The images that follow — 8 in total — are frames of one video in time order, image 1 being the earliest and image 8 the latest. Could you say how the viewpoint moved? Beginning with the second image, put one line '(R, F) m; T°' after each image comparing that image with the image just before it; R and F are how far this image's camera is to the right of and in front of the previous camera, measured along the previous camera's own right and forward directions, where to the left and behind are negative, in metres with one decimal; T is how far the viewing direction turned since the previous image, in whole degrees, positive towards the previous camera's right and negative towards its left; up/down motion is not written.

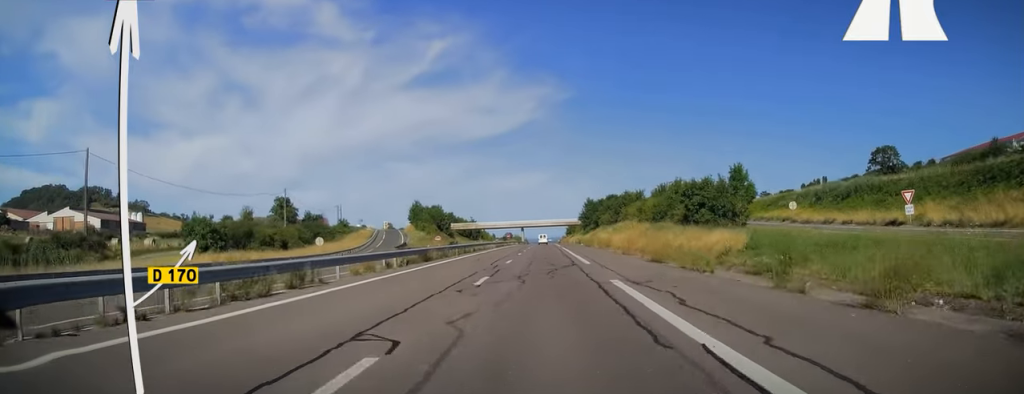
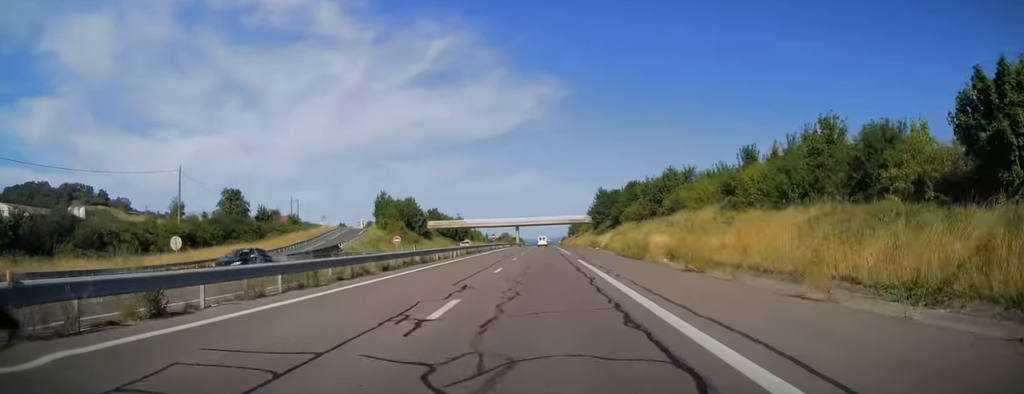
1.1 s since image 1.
(+0.1, +32.5) m; 0°
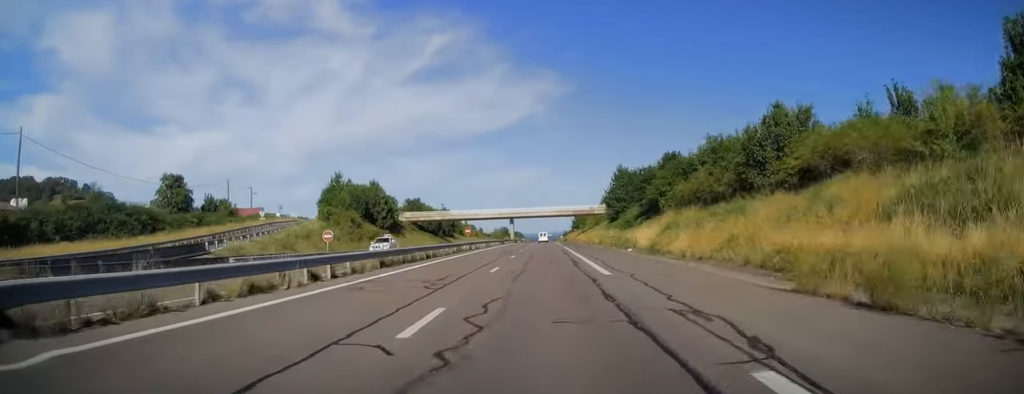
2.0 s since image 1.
(0.0, +28.1) m; 0°
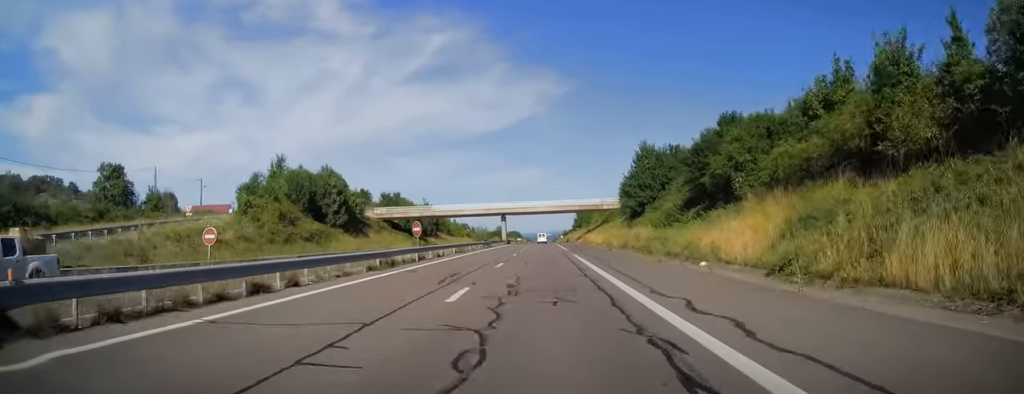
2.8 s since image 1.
(0.0, +21.7) m; +1°
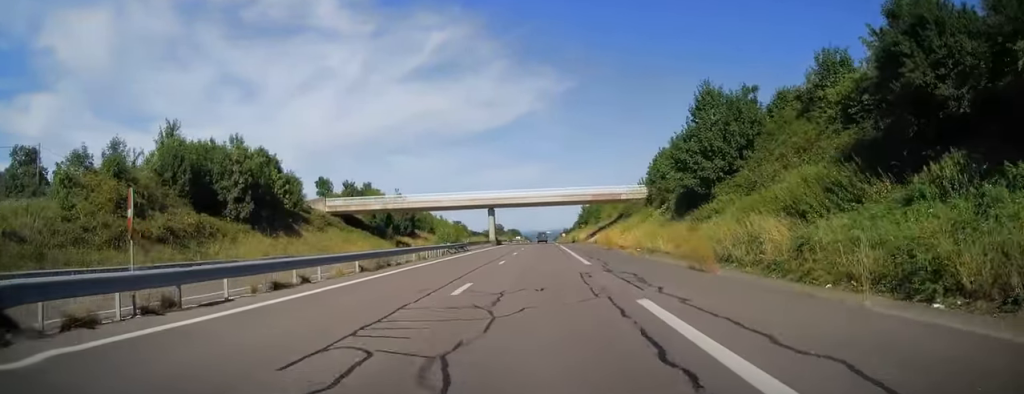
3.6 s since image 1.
(+0.3, +24.7) m; 0°
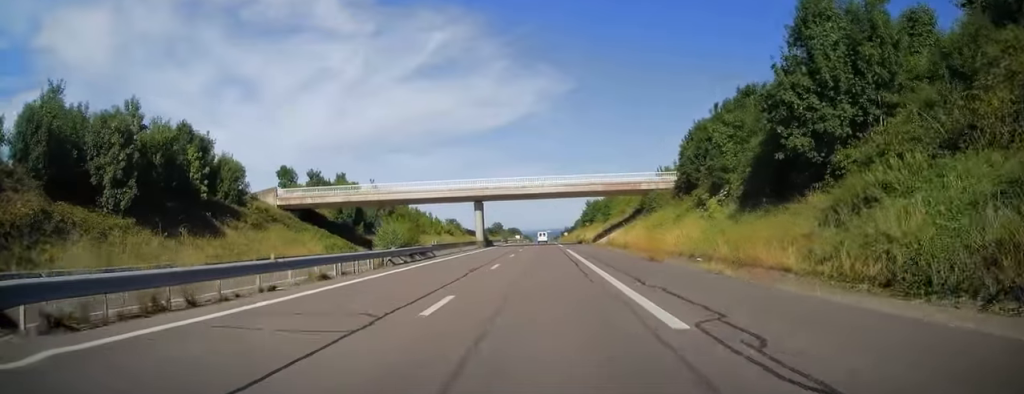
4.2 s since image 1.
(+0.1, +16.3) m; 0°
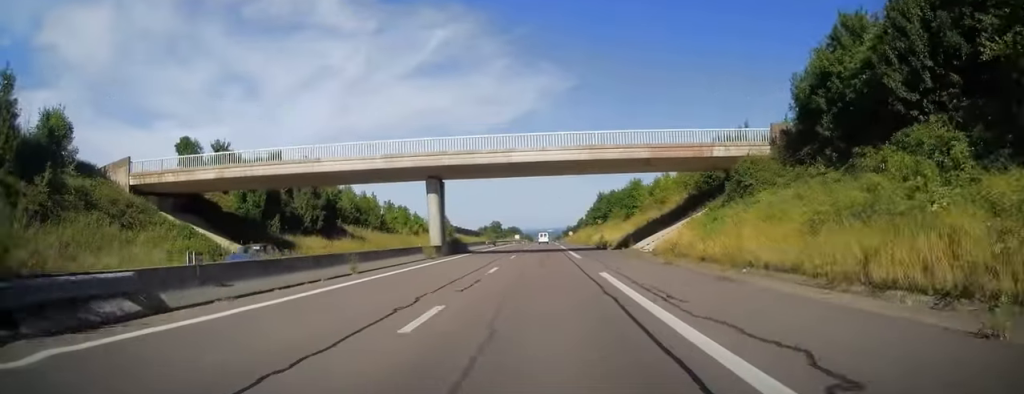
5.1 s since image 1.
(-0.4, +27.8) m; -1°
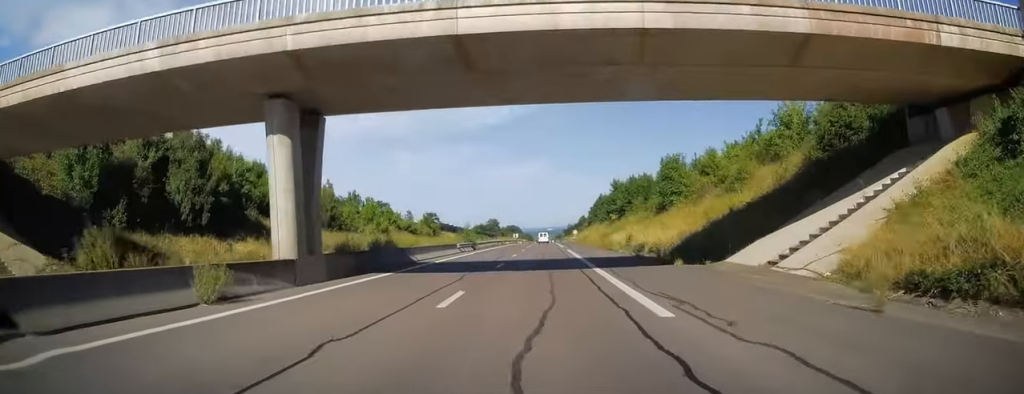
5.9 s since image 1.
(-0.3, +23.4) m; 0°
